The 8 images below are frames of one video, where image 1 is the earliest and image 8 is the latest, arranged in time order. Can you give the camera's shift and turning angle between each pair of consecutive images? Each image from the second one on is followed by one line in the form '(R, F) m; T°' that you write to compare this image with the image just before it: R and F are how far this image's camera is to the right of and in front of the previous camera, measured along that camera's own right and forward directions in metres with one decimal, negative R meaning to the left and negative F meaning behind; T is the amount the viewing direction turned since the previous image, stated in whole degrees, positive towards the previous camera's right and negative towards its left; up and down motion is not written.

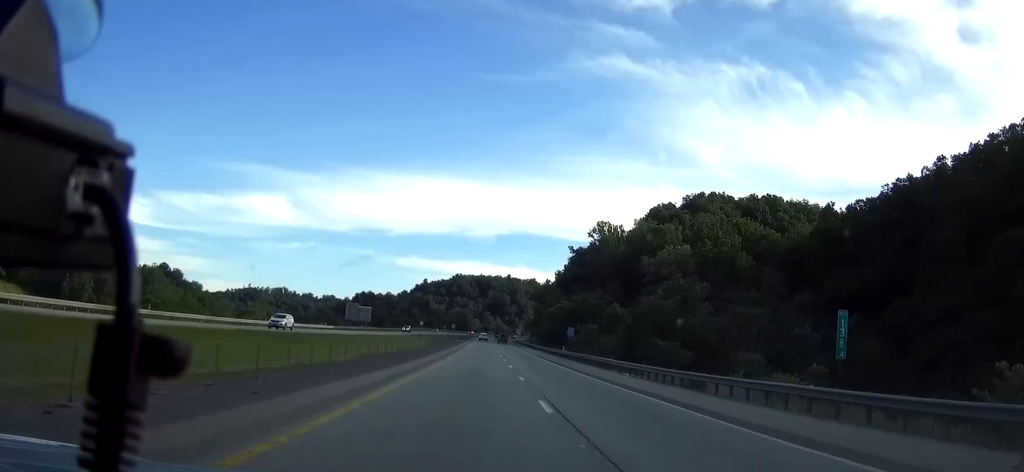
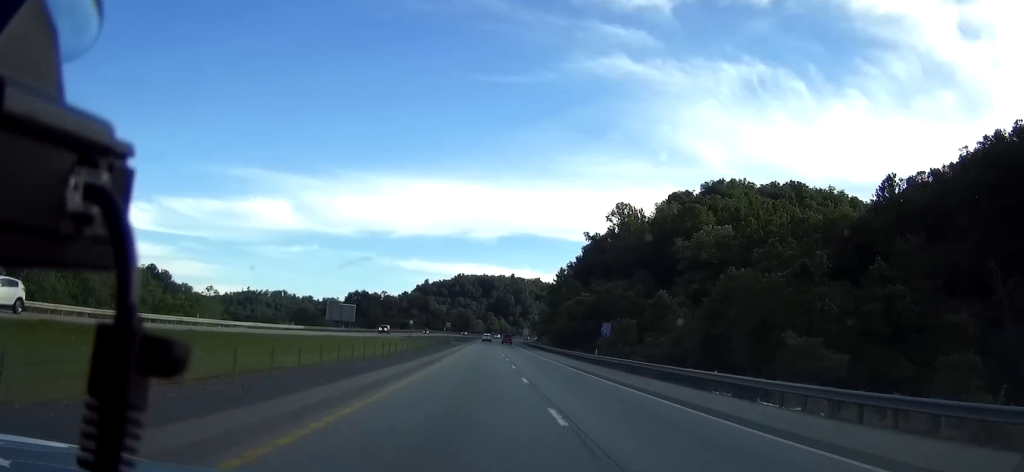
(-0.1, +26.3) m; 0°
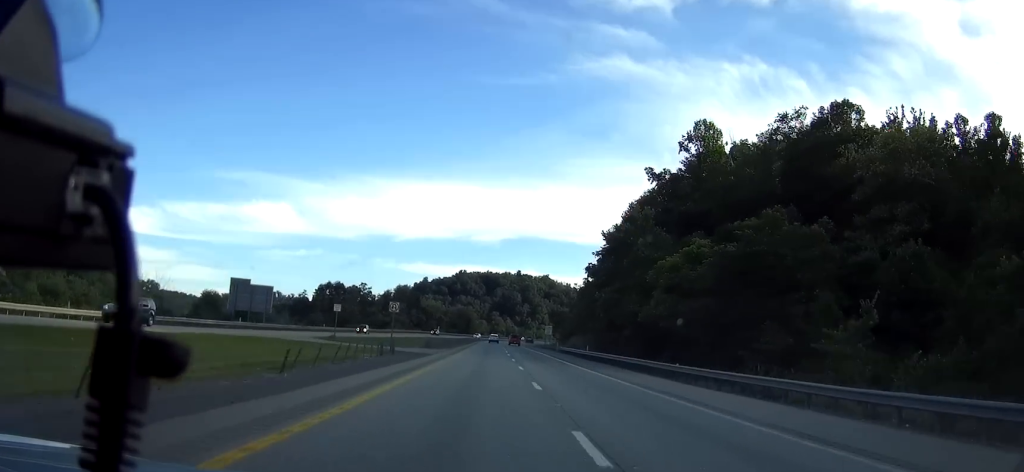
(-0.2, +64.2) m; 0°
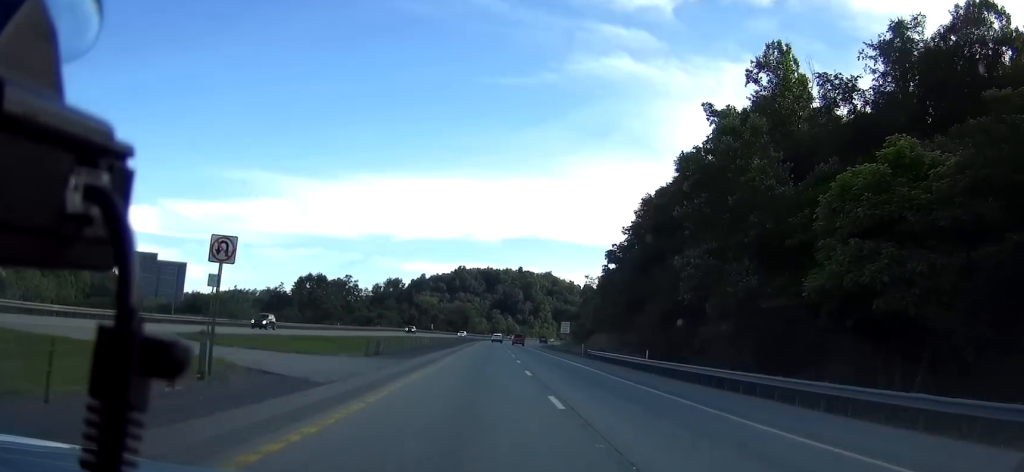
(-0.1, +29.2) m; 0°
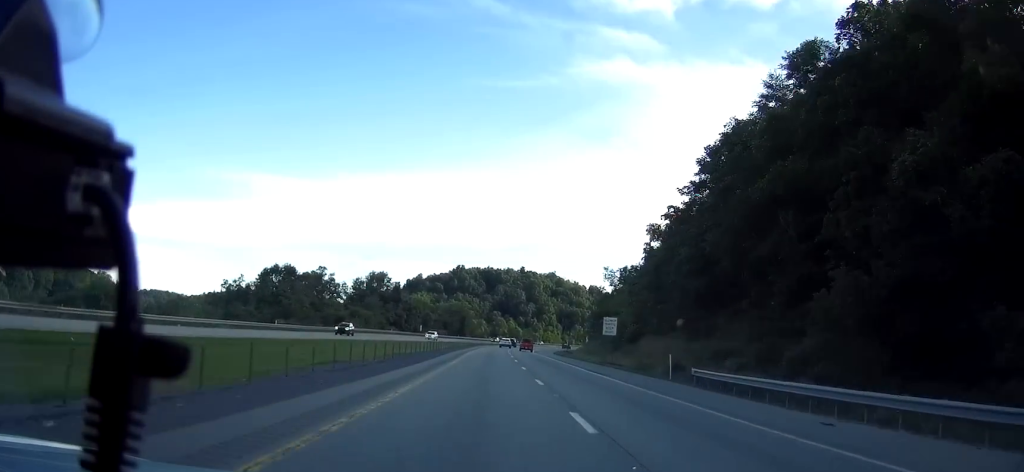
(-0.1, +38.6) m; 0°
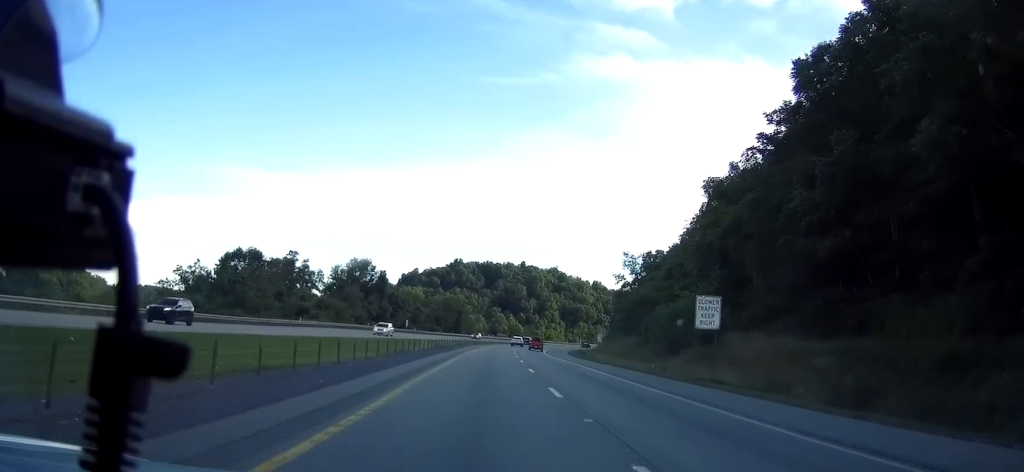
(0.0, +30.1) m; 0°
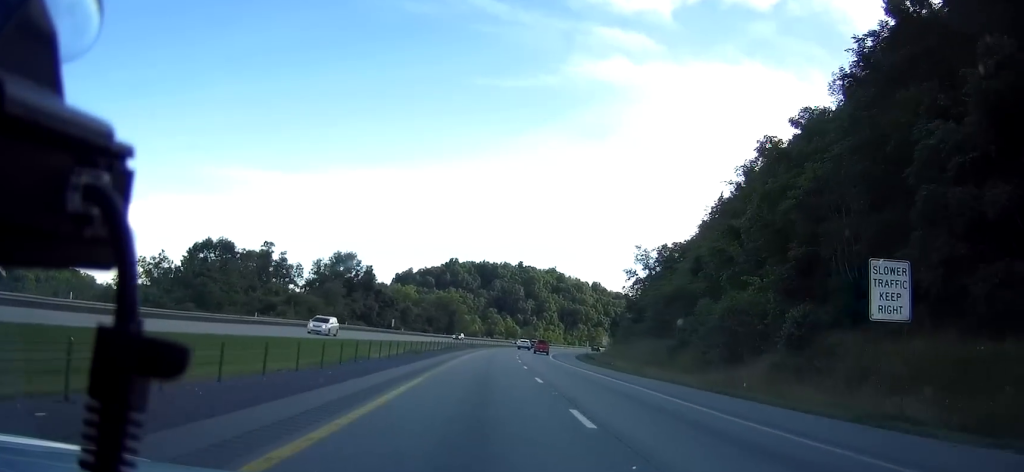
(+0.1, +17.6) m; 0°
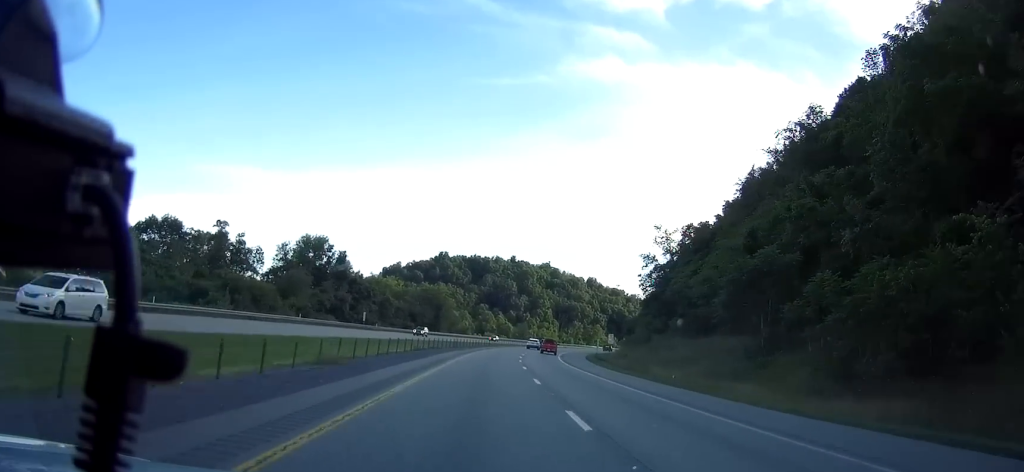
(0.0, +24.3) m; +1°
